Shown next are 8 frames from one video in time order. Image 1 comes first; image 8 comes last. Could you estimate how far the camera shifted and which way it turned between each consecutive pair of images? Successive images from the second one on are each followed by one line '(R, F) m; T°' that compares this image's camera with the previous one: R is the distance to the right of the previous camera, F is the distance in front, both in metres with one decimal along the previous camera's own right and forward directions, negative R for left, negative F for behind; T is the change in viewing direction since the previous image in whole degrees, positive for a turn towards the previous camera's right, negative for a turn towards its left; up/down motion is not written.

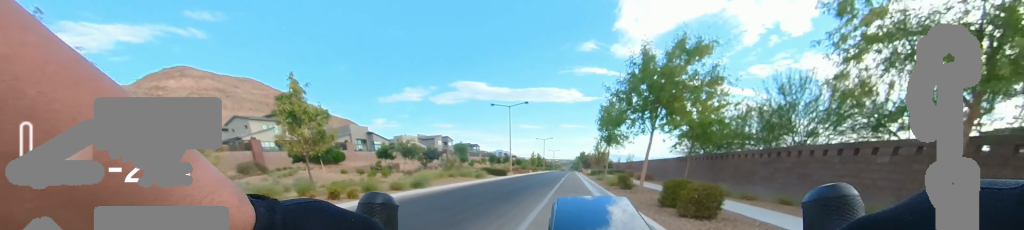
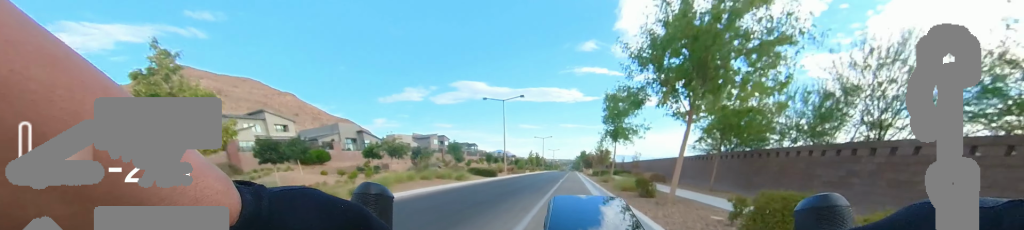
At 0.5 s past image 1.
(0.0, +3.7) m; 0°
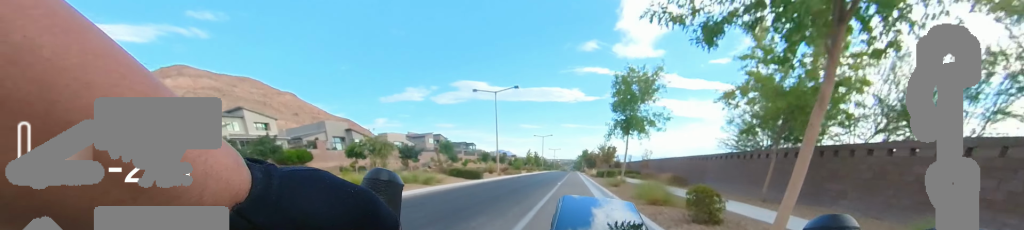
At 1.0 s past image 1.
(0.0, +4.2) m; 0°
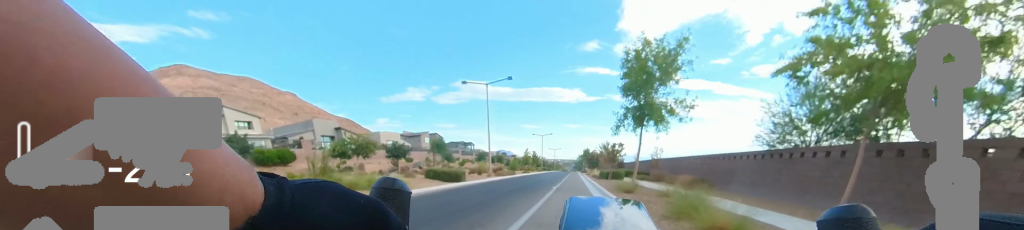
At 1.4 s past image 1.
(0.0, +3.3) m; 0°
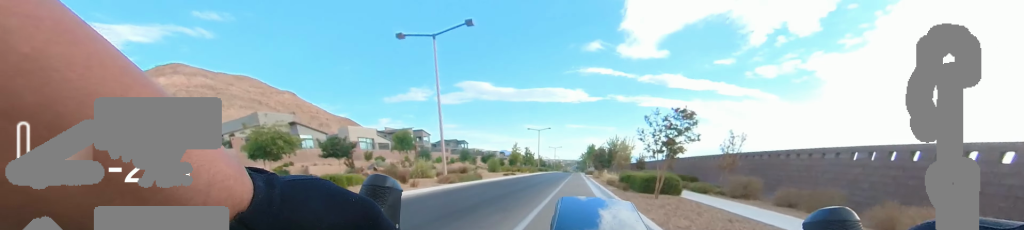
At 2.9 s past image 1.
(0.0, +11.7) m; 0°
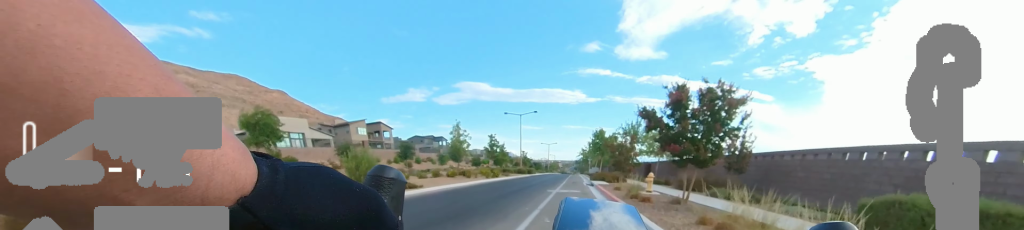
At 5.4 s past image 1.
(0.0, +20.4) m; 0°
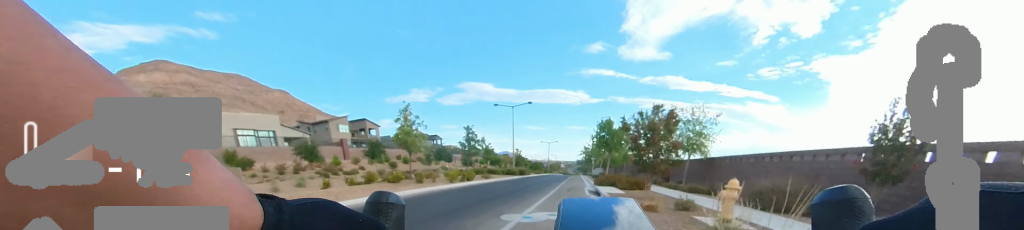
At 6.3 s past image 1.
(0.0, +6.8) m; 0°
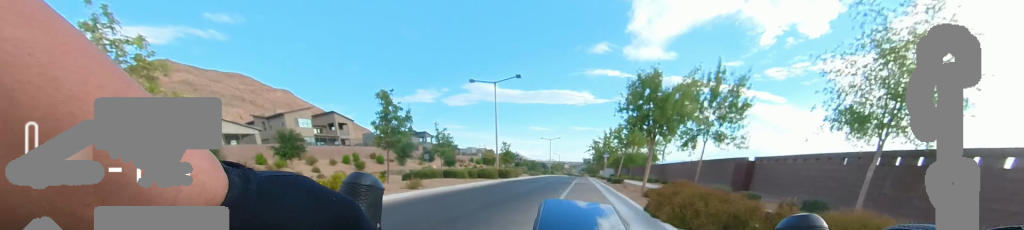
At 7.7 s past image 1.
(0.0, +11.4) m; 0°
